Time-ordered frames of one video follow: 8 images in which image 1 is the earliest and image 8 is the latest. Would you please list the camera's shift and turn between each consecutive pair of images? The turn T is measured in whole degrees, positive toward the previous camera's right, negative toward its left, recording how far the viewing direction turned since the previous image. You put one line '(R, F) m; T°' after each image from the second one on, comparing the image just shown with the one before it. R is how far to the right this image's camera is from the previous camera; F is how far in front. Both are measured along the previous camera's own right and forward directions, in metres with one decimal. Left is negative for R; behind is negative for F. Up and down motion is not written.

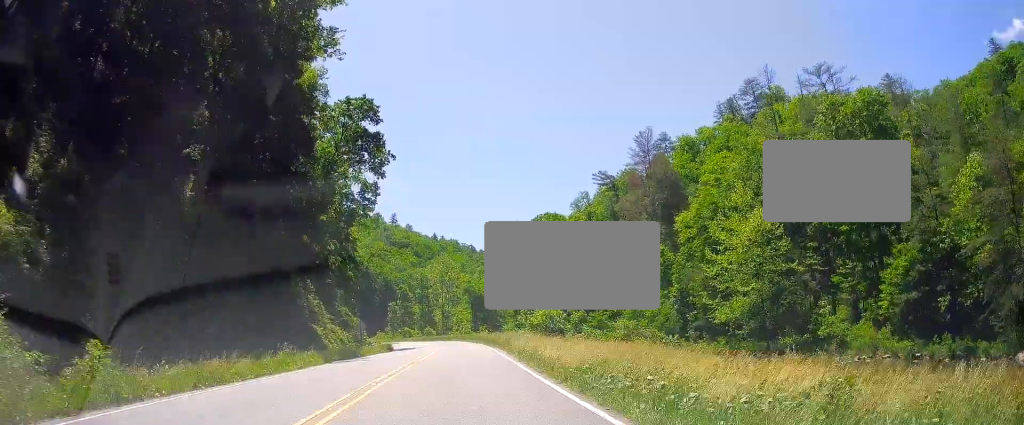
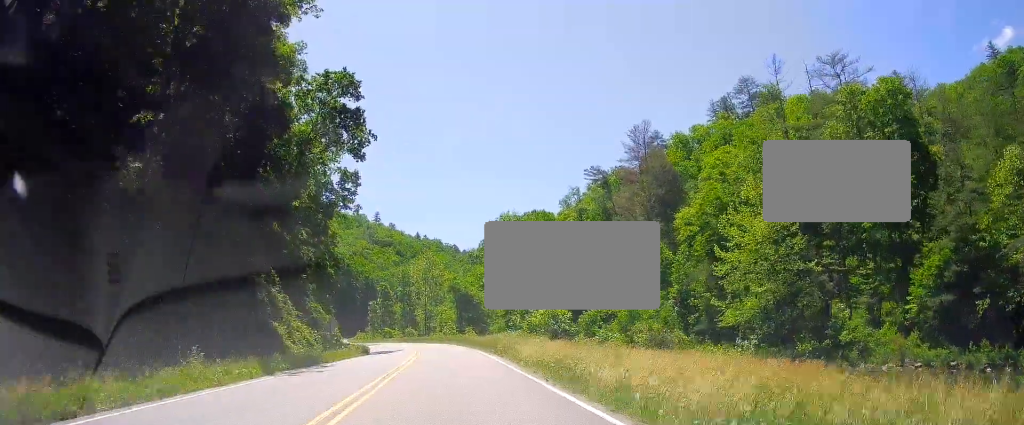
(-0.1, +6.5) m; +2°
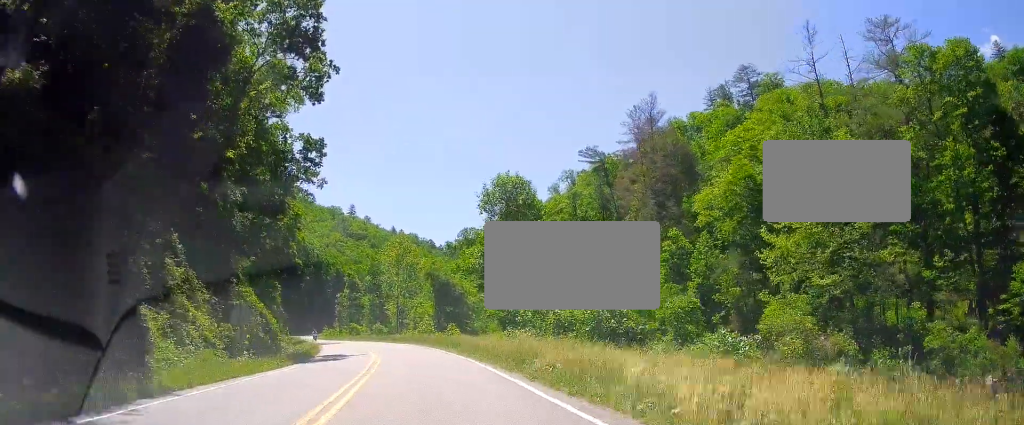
(+0.9, +14.5) m; +7°
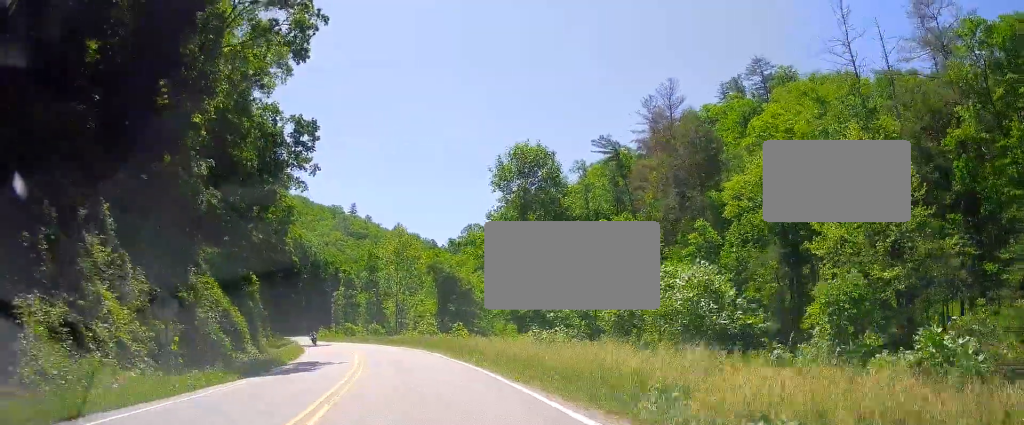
(+0.4, +7.5) m; +1°
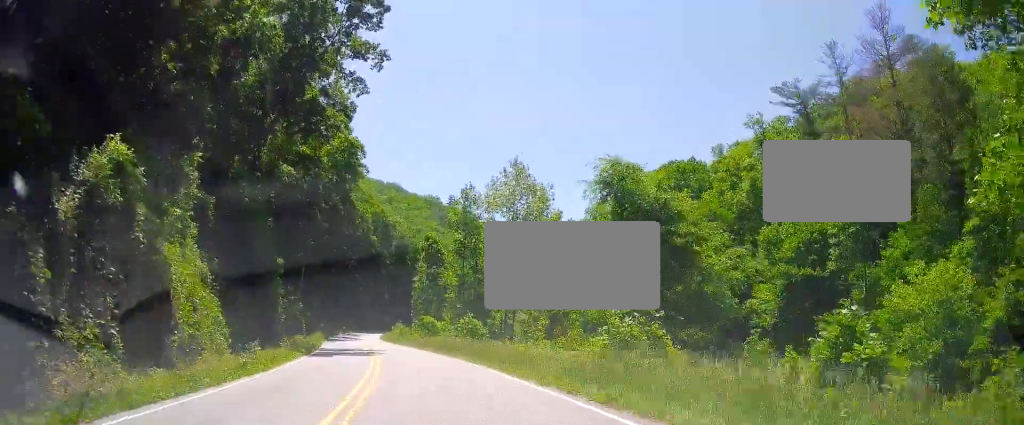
(+1.0, +32.0) m; +1°
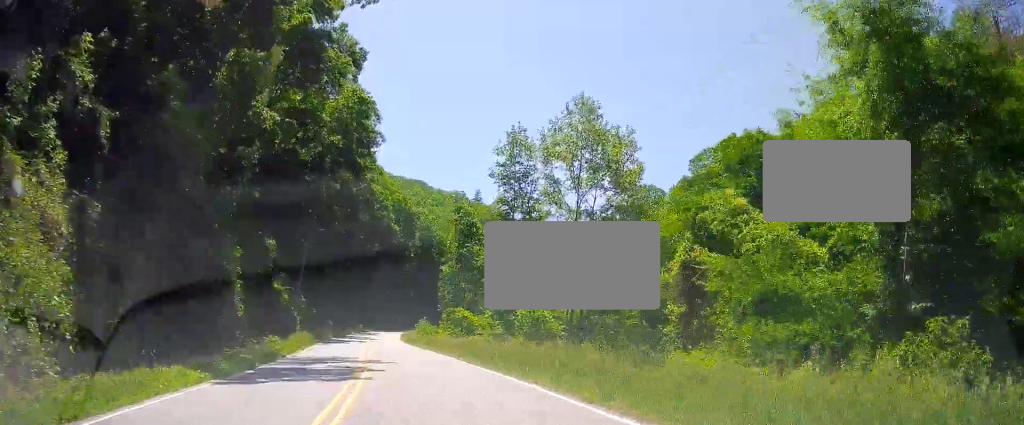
(-0.2, +14.8) m; -4°
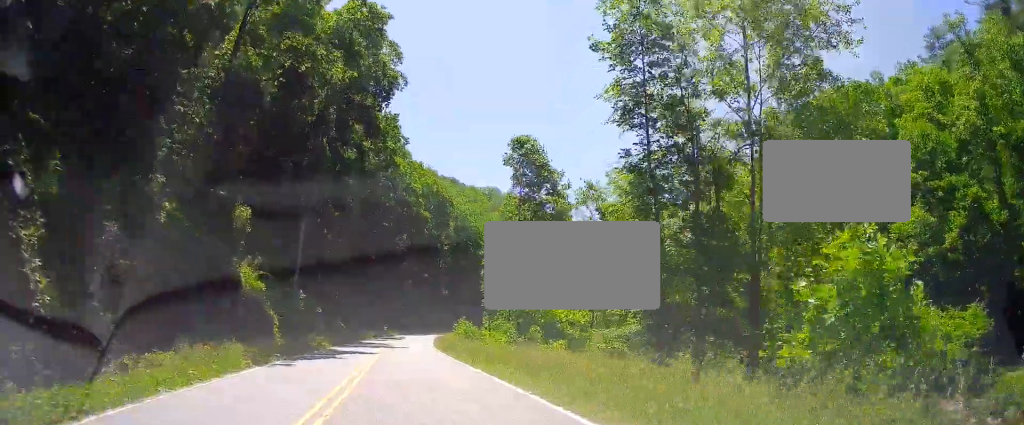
(-1.2, +17.4) m; -4°
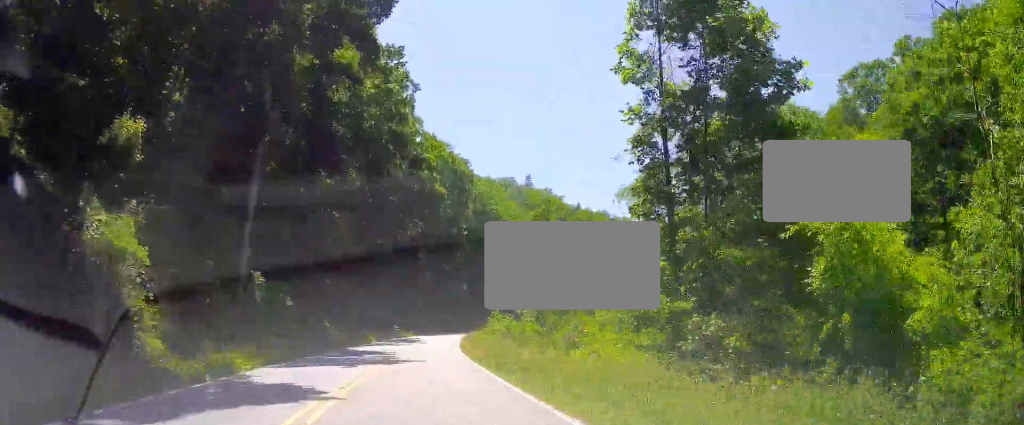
(+0.3, +18.2) m; +1°
